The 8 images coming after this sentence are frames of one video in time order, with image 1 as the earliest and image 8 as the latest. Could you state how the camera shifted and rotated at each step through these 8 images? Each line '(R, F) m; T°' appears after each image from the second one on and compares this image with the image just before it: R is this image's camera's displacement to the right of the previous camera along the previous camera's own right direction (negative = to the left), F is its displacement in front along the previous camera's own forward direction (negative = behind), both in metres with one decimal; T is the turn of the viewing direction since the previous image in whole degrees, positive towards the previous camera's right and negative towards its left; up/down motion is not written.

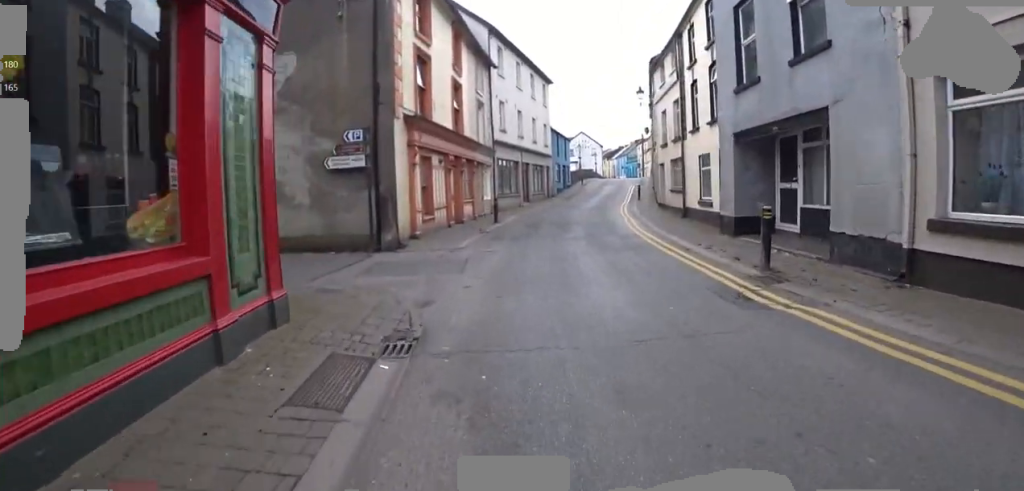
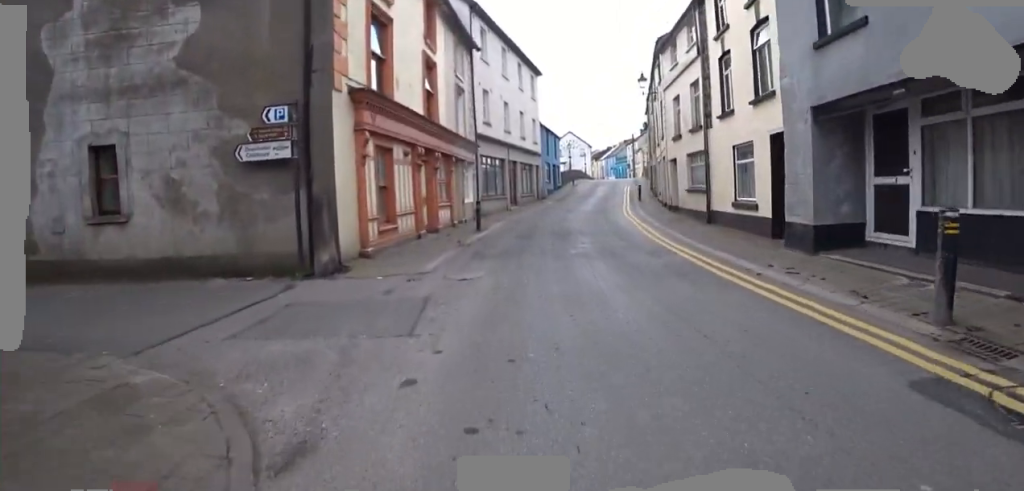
(0.0, +2.7) m; 0°
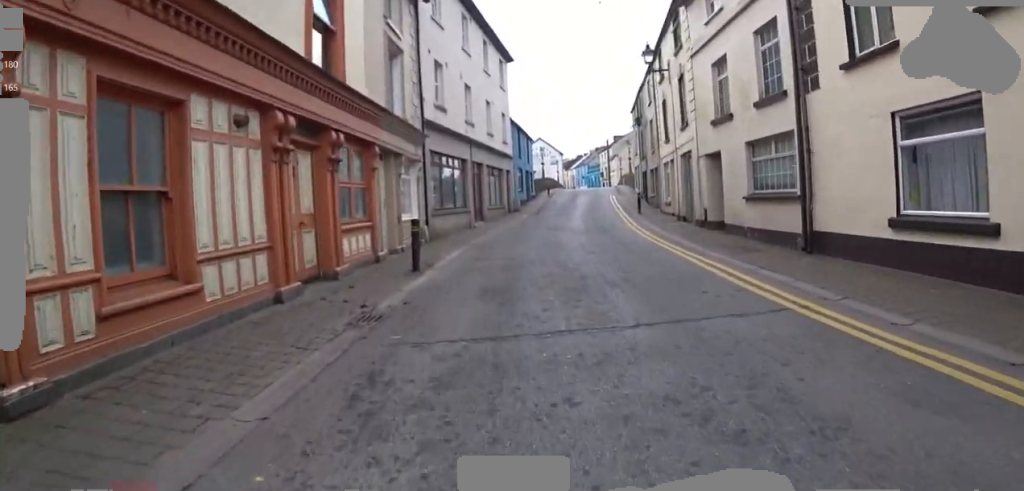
(0.0, +5.1) m; 0°
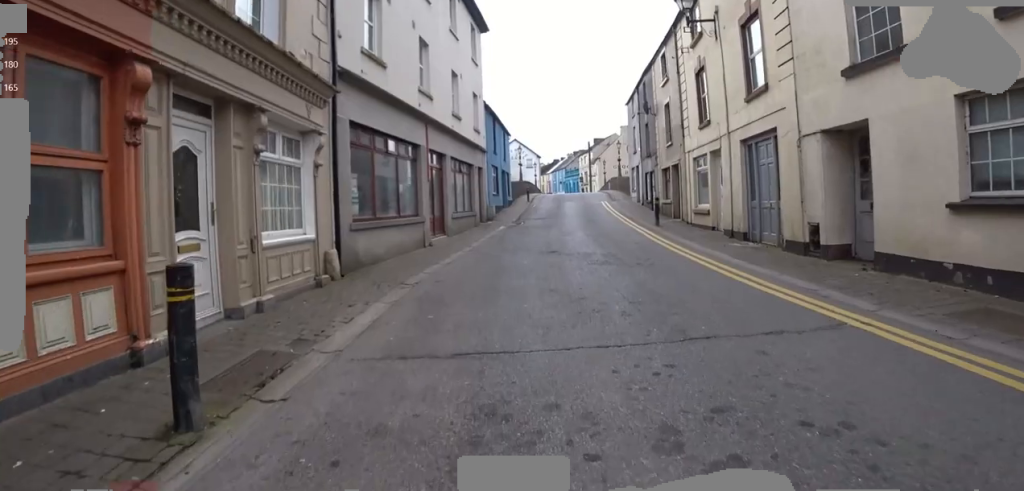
(0.0, +4.7) m; 0°
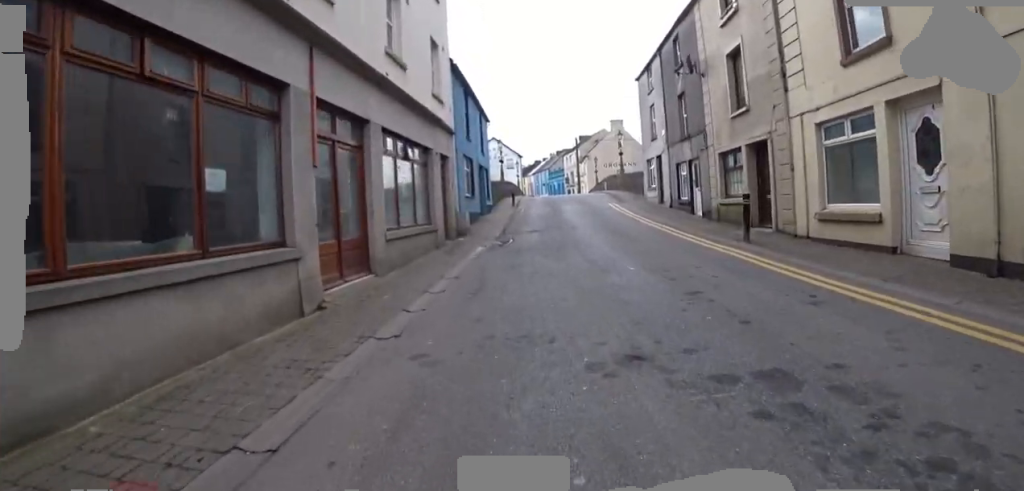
(0.0, +5.4) m; 0°
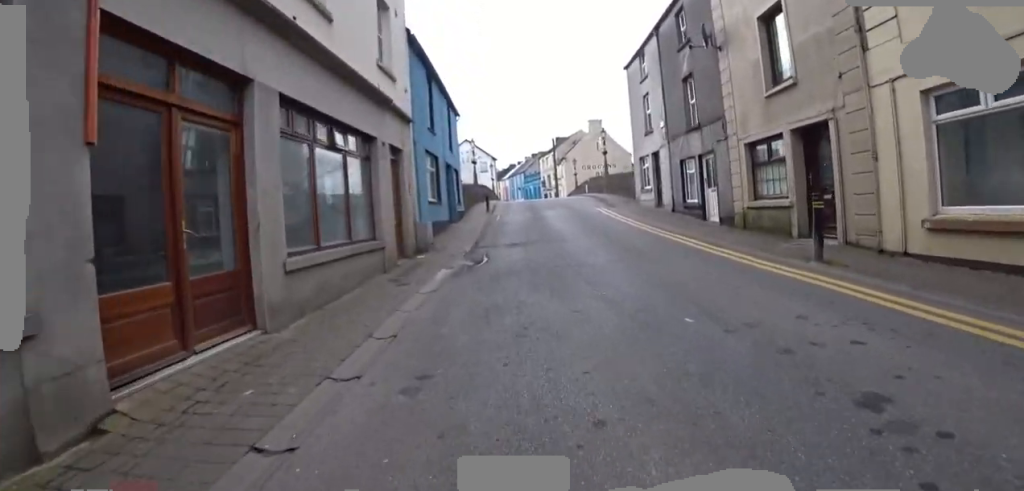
(0.0, +2.2) m; 0°
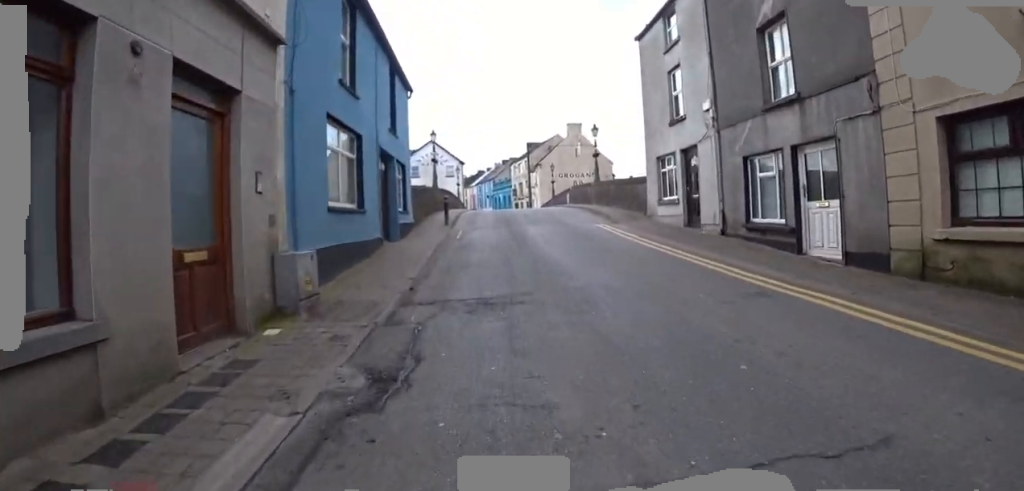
(0.0, +4.4) m; -2°
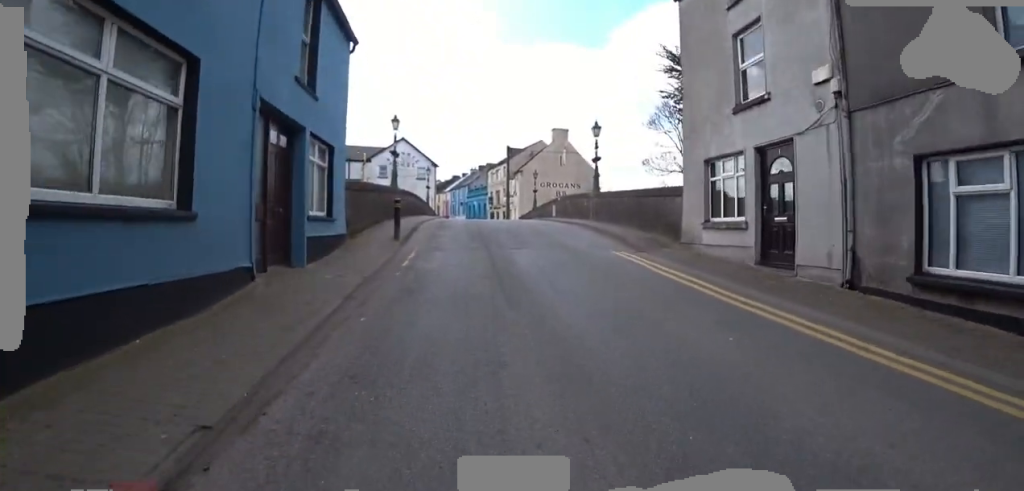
(-0.1, +3.6) m; 0°
